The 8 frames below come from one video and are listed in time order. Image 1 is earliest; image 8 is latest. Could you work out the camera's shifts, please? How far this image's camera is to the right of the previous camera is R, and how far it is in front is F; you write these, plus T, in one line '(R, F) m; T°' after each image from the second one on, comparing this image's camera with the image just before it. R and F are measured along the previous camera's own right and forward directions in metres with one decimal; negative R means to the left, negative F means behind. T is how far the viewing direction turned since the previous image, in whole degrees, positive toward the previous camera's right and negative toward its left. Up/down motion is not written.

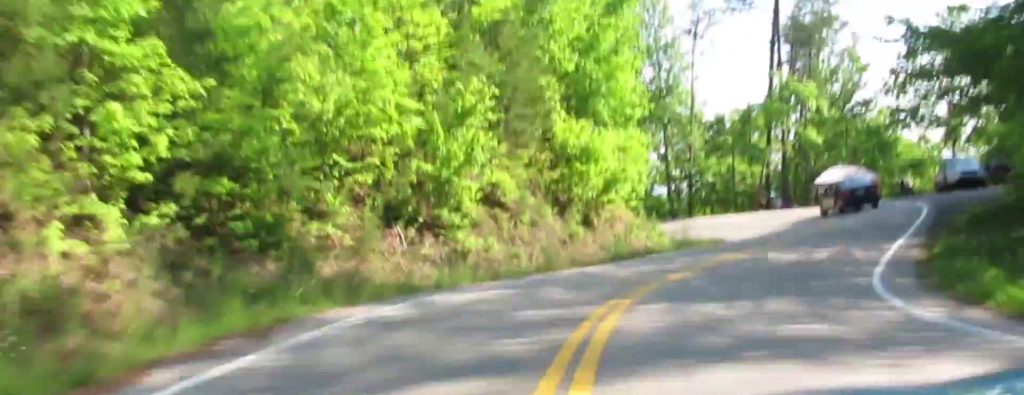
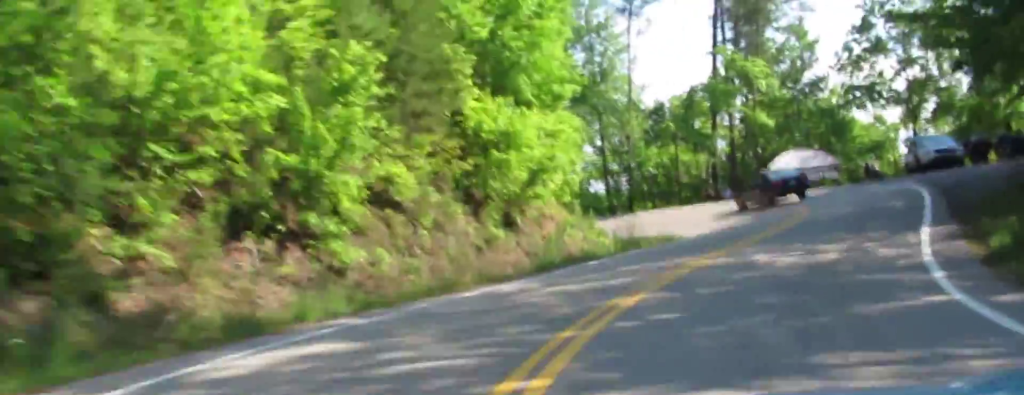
(0.0, +9.9) m; -5°
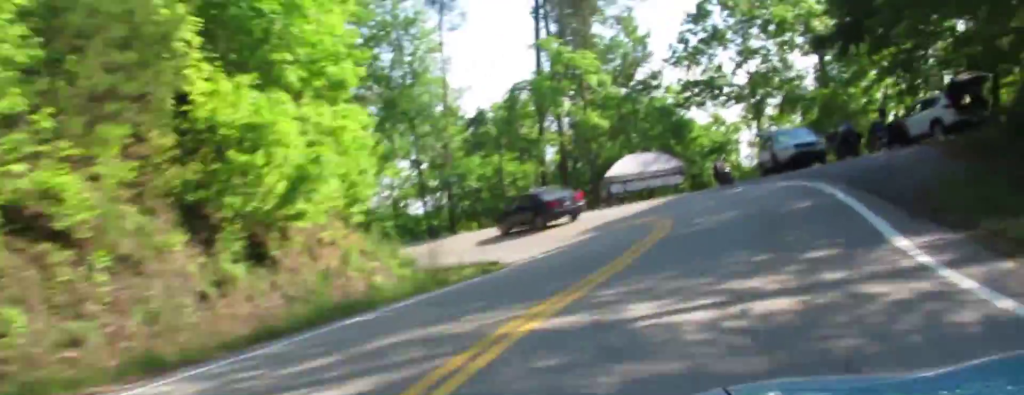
(+0.9, +10.9) m; -13°
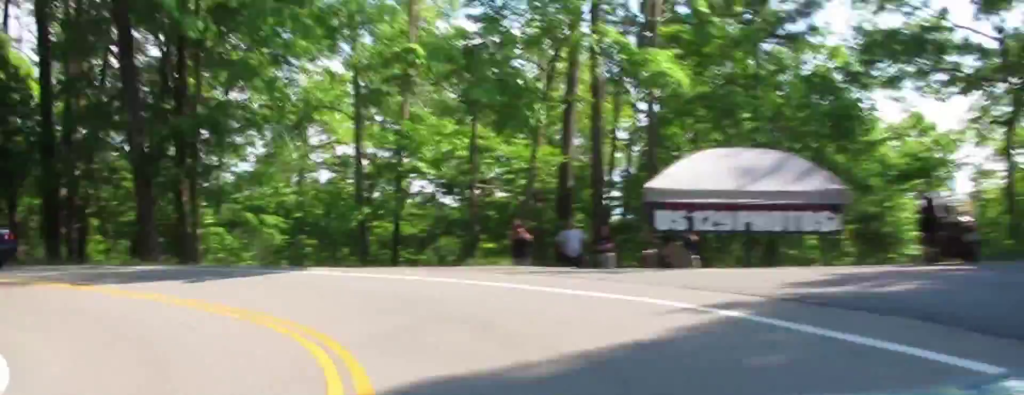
(-15.4, +26.4) m; -42°
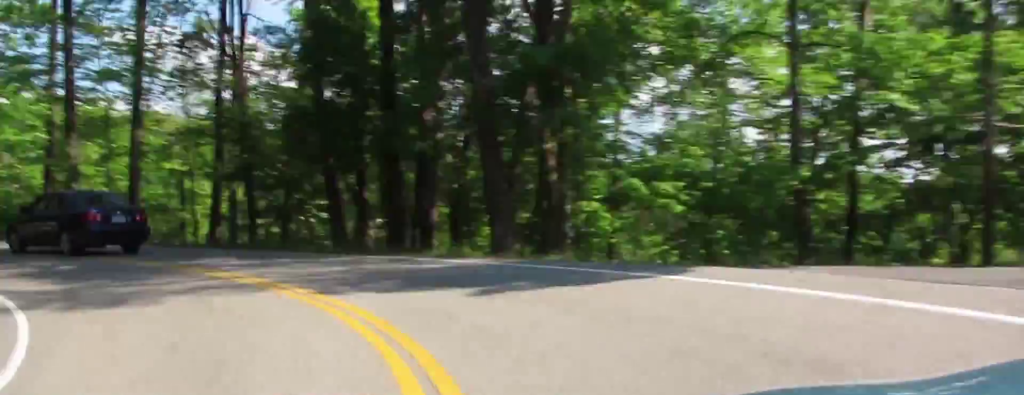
(-0.5, +11.1) m; -2°
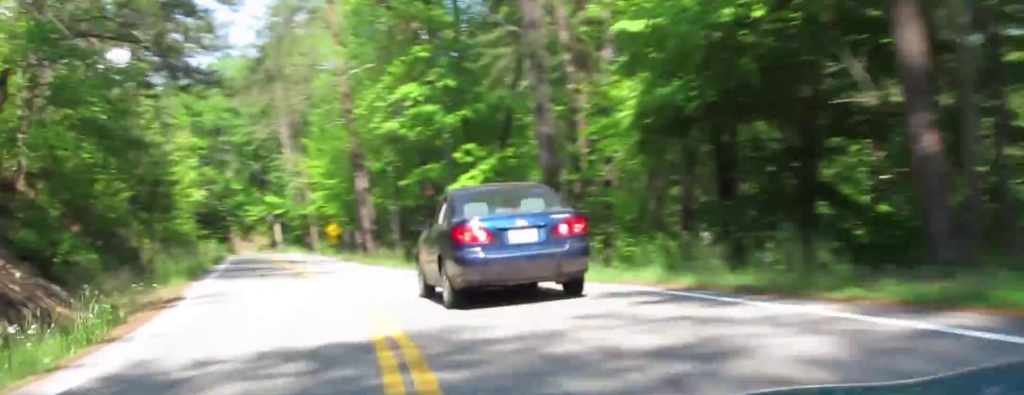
(-2.3, +36.8) m; -15°
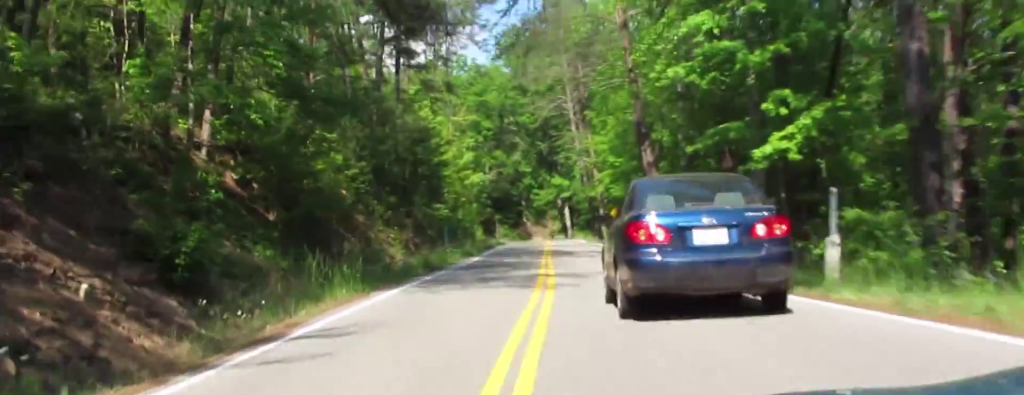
(-0.5, +7.2) m; -8°
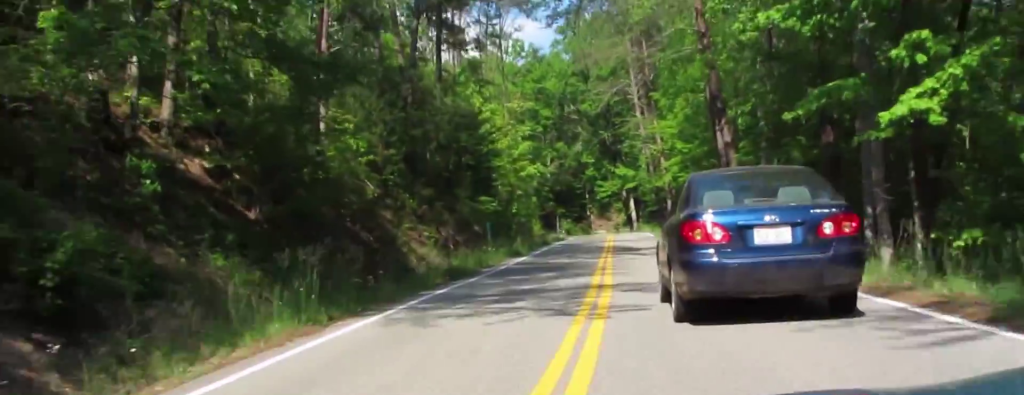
(-0.1, +4.8) m; -10°
